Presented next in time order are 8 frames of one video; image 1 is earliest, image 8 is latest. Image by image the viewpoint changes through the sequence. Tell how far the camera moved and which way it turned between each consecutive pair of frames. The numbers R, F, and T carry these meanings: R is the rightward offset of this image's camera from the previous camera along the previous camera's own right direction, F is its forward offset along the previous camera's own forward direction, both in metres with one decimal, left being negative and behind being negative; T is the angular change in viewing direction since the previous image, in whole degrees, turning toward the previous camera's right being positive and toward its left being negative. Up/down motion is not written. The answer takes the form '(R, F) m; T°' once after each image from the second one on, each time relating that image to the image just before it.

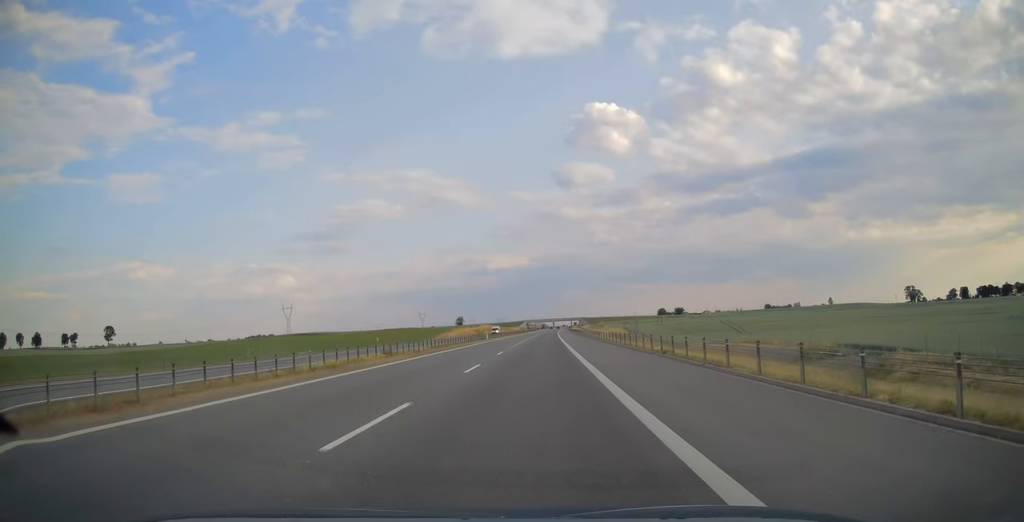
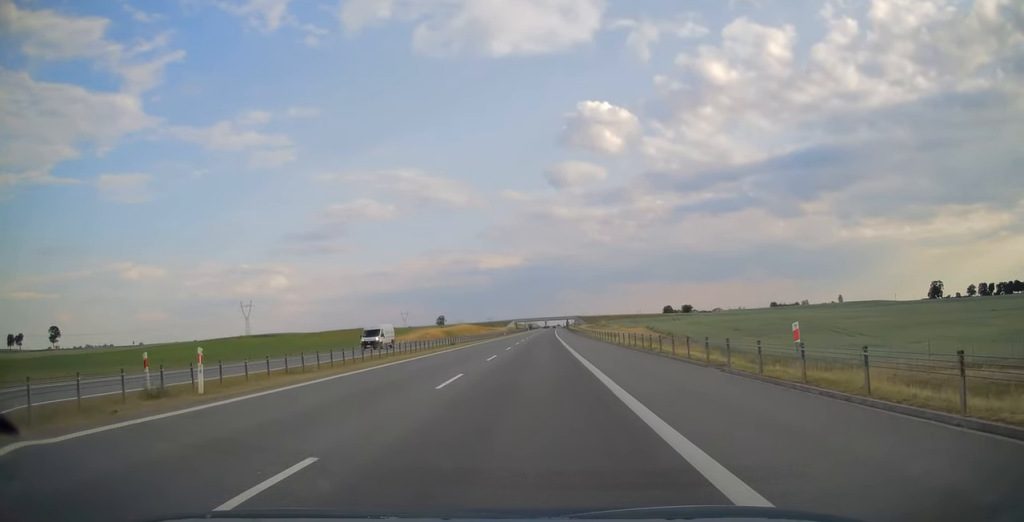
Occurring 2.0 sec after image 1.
(+0.5, +64.9) m; +1°
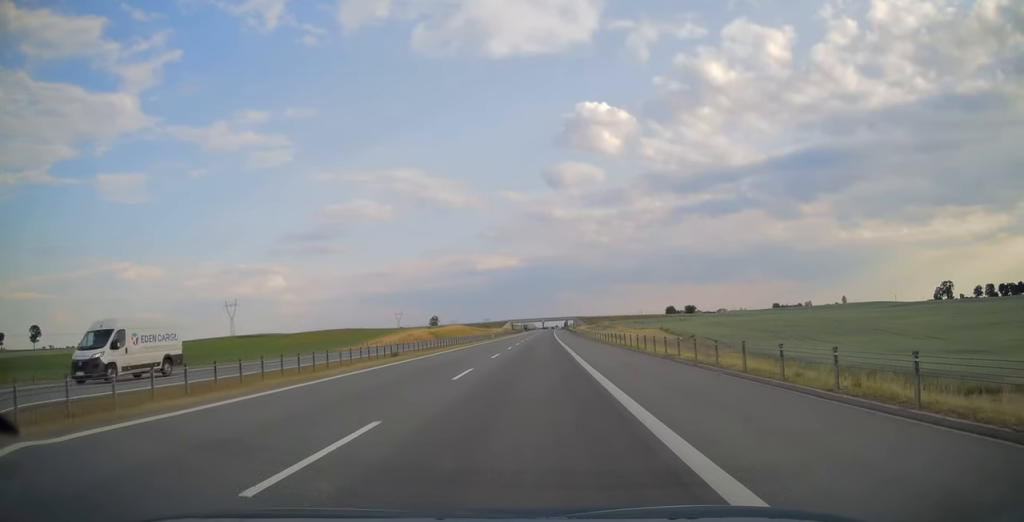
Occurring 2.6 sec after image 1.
(0.0, +21.3) m; 0°
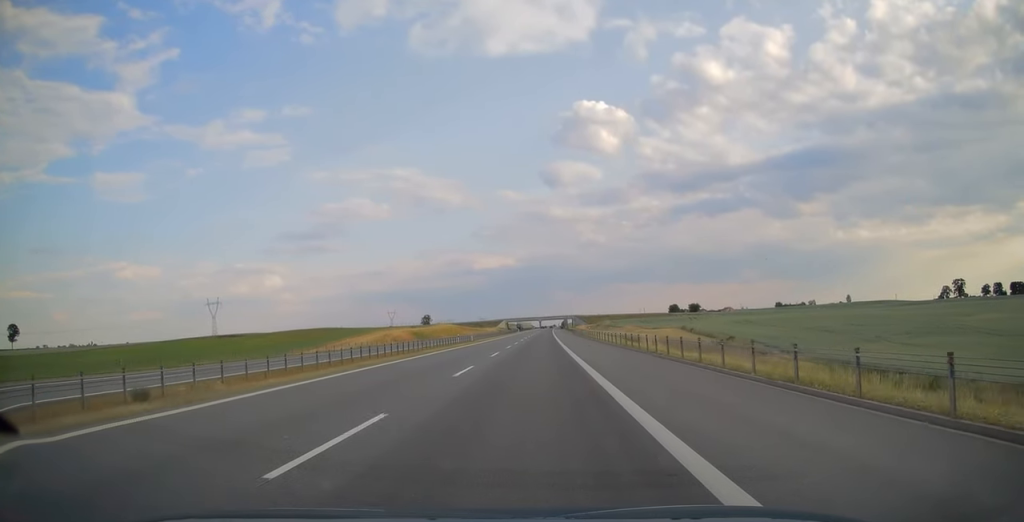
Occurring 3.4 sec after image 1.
(+0.1, +23.5) m; 0°
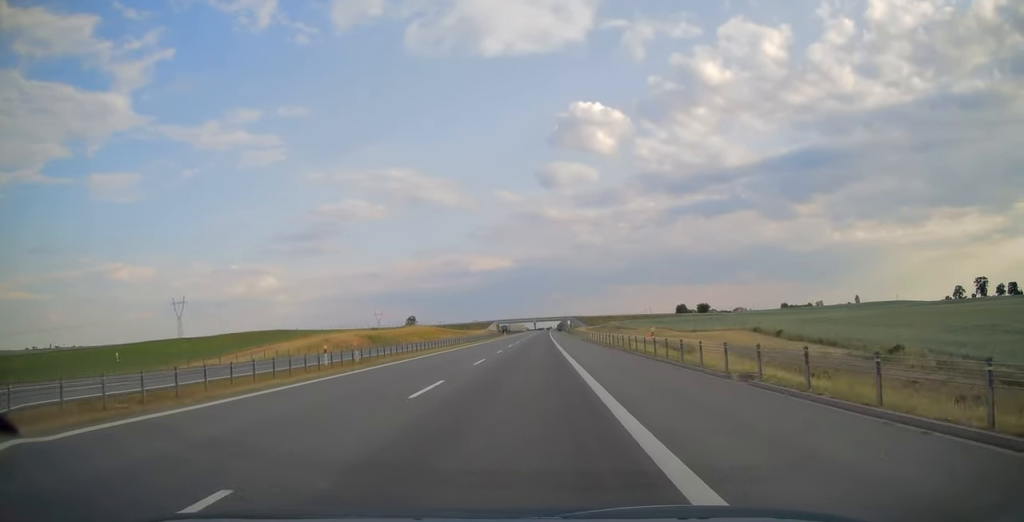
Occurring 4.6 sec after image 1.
(+0.1, +40.9) m; 0°
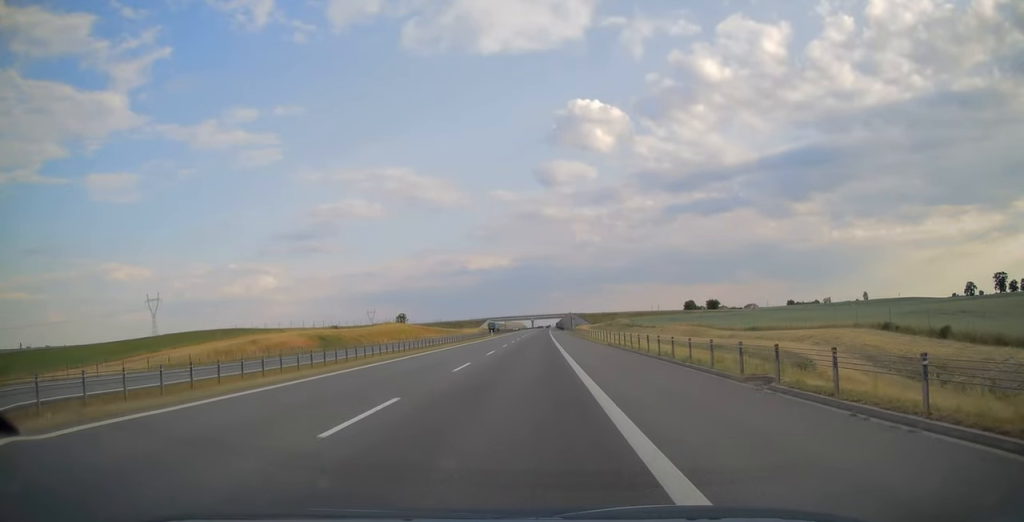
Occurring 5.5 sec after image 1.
(+0.1, +28.9) m; 0°
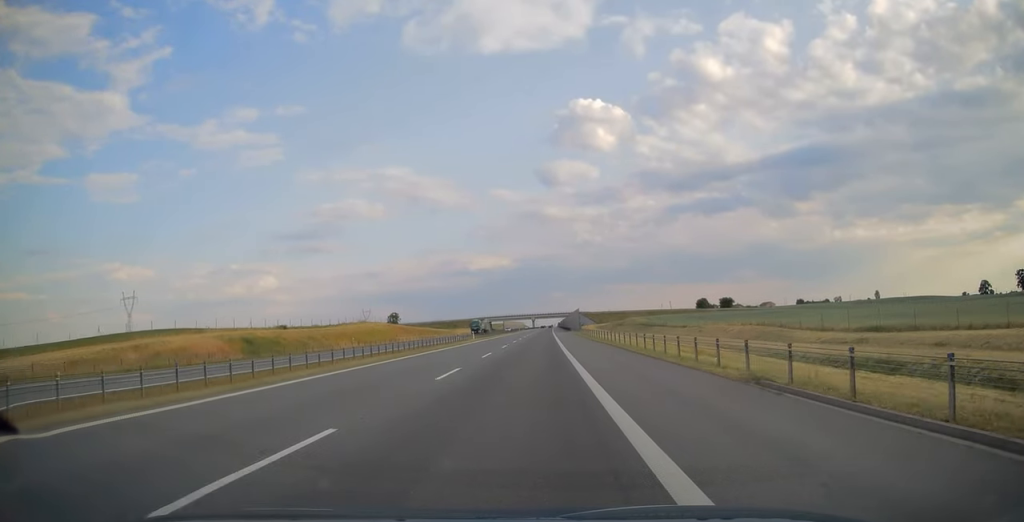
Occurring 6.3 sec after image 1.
(0.0, +27.8) m; 0°
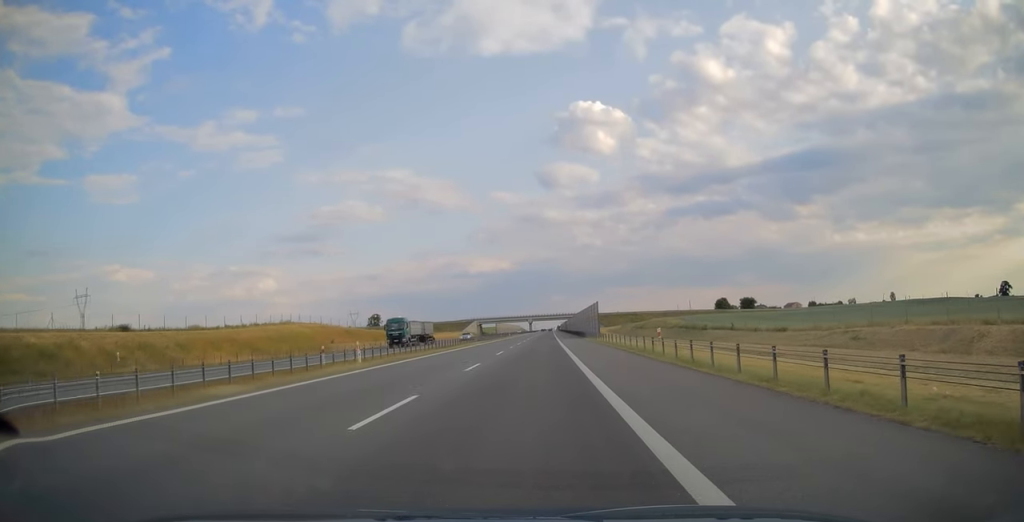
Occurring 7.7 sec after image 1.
(0.0, +43.6) m; 0°
